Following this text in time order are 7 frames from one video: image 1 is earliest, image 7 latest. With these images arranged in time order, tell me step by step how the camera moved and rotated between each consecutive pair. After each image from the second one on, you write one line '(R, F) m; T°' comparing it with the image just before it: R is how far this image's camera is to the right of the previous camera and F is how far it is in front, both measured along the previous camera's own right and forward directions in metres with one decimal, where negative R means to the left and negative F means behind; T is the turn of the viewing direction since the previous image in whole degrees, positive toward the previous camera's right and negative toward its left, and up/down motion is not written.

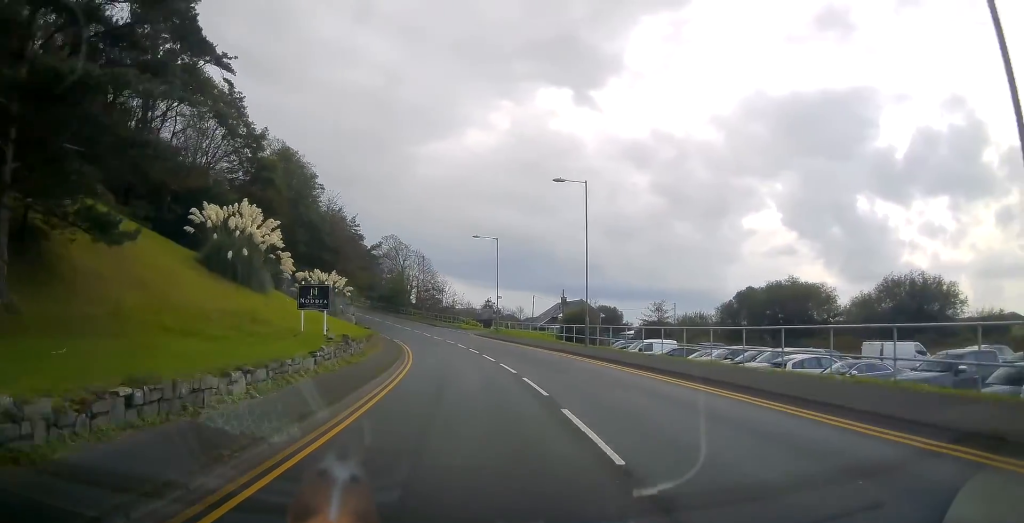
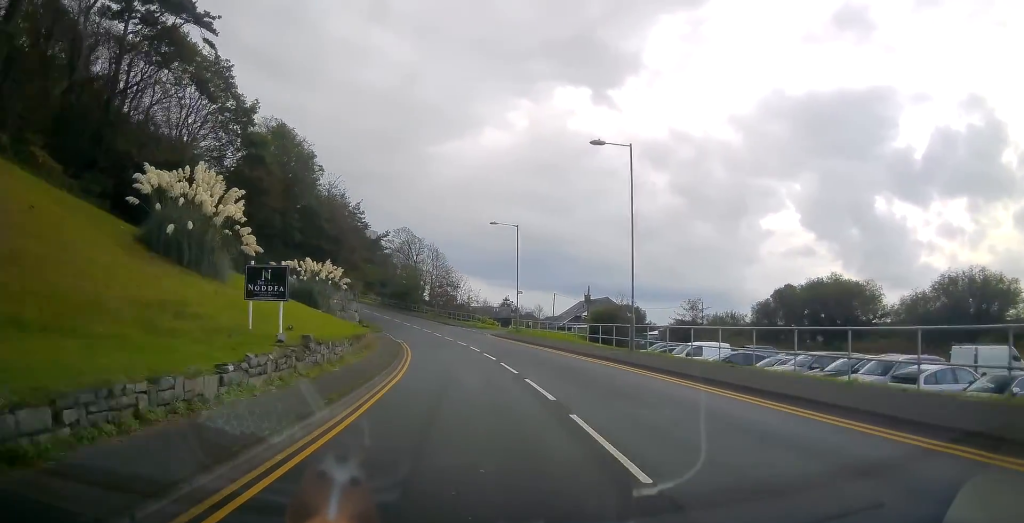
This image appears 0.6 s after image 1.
(0.0, +6.4) m; -2°
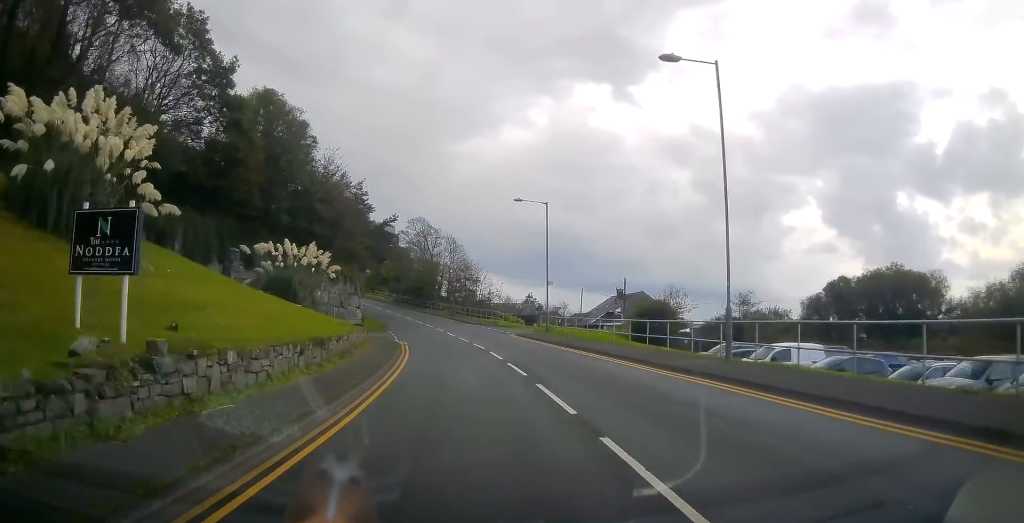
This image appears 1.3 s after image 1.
(0.0, +8.0) m; -2°
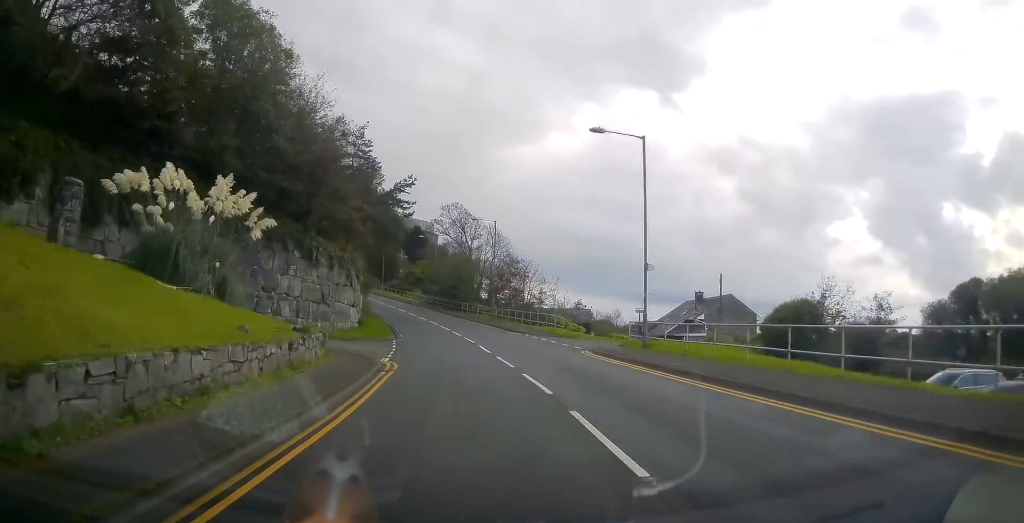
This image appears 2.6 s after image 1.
(-0.6, +15.4) m; -4°
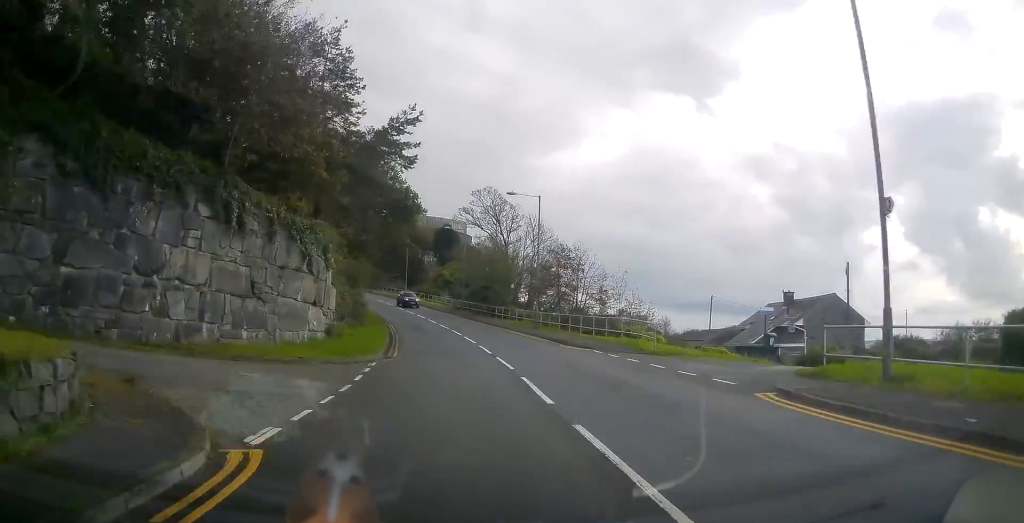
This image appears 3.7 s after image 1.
(-0.4, +13.4) m; -4°
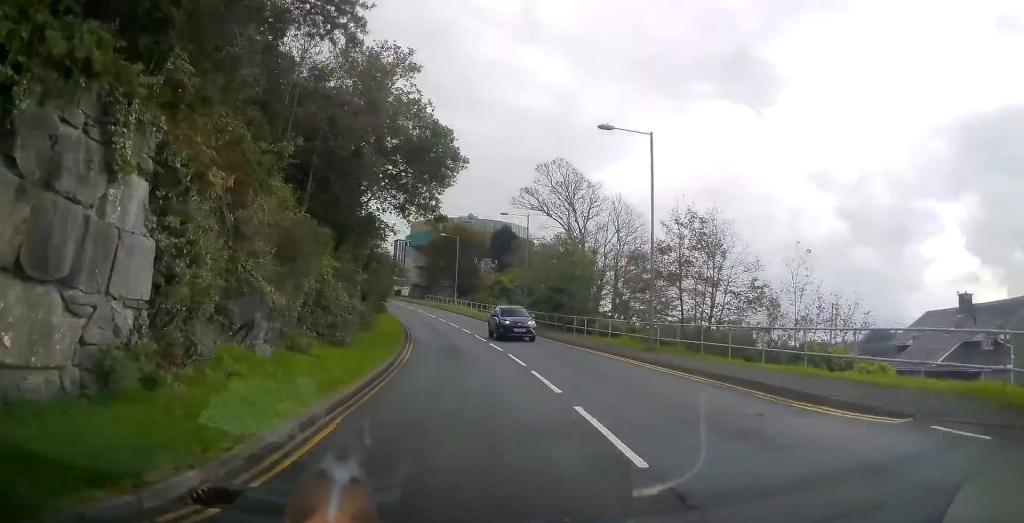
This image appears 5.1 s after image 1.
(-0.5, +16.2) m; -5°
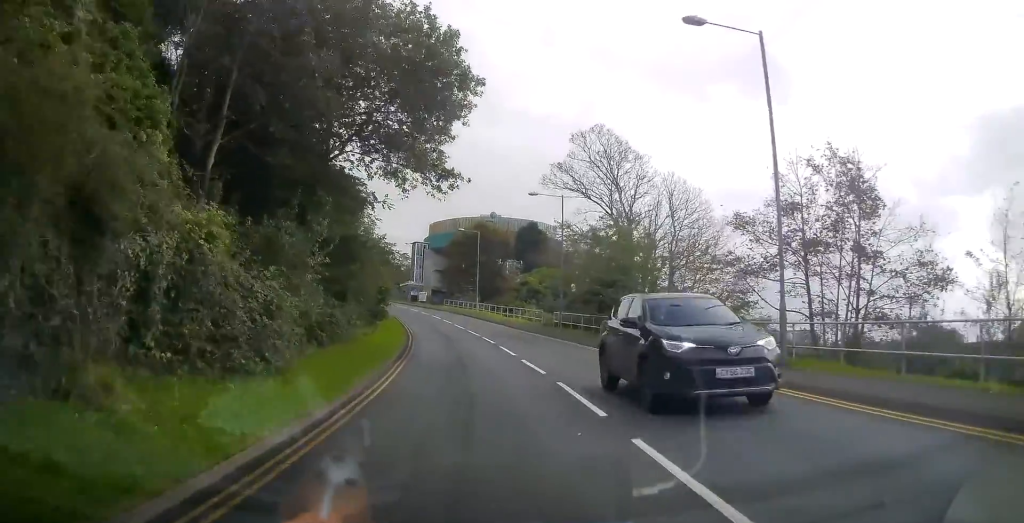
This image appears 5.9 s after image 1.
(-0.4, +9.3) m; -3°
